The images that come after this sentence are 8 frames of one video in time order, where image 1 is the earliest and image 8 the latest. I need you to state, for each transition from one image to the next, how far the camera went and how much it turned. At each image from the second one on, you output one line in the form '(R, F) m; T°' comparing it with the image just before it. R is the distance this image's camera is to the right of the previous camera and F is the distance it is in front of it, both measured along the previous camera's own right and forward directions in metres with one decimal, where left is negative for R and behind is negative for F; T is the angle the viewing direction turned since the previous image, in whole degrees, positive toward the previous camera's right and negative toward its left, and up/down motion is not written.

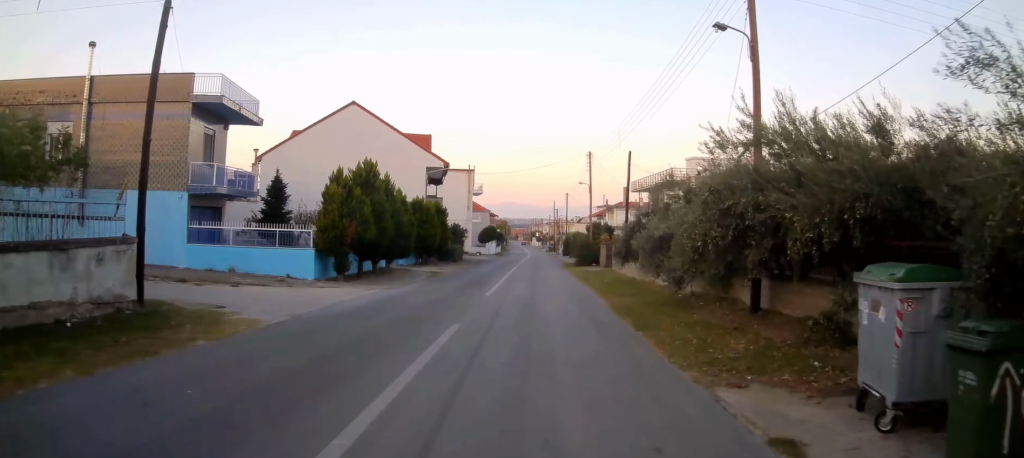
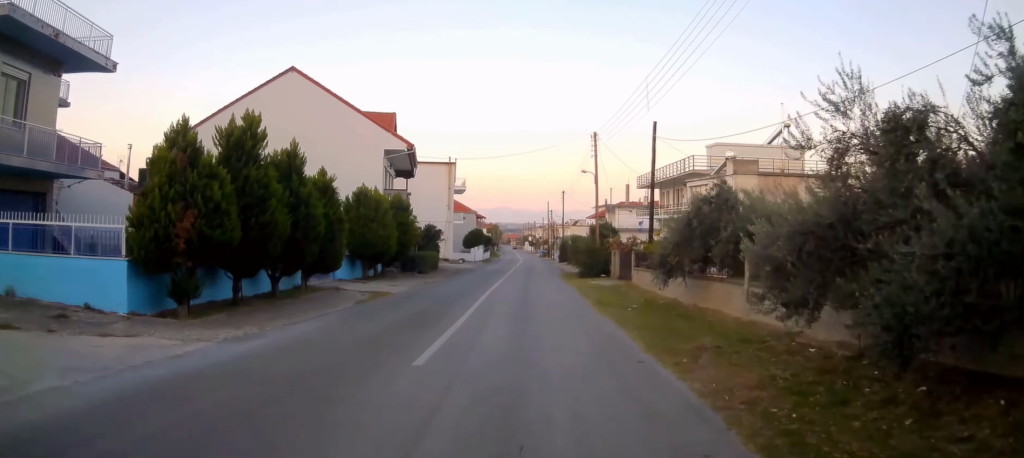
(0.0, +10.4) m; 0°
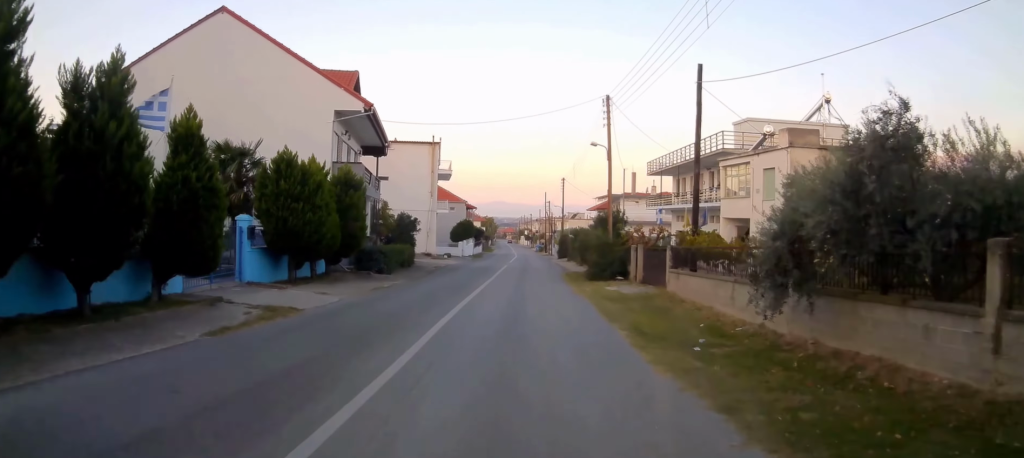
(0.0, +8.3) m; 0°
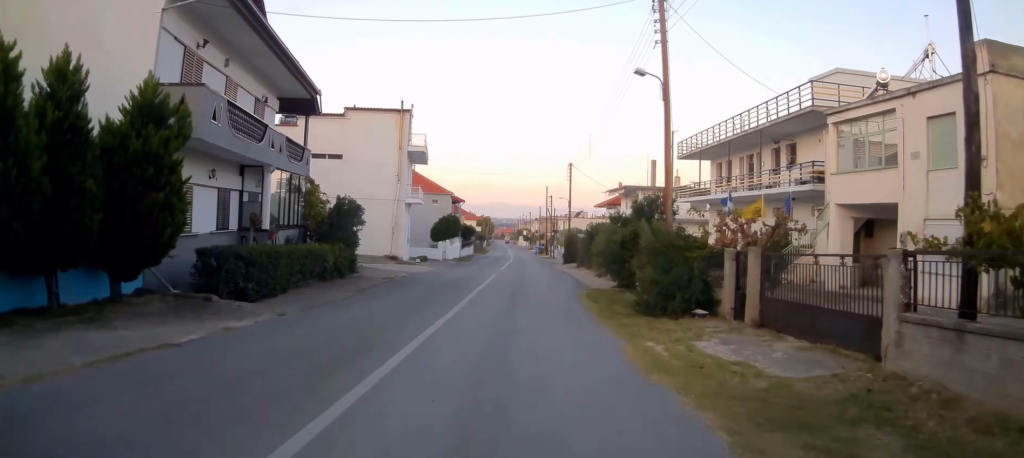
(+0.1, +13.1) m; 0°
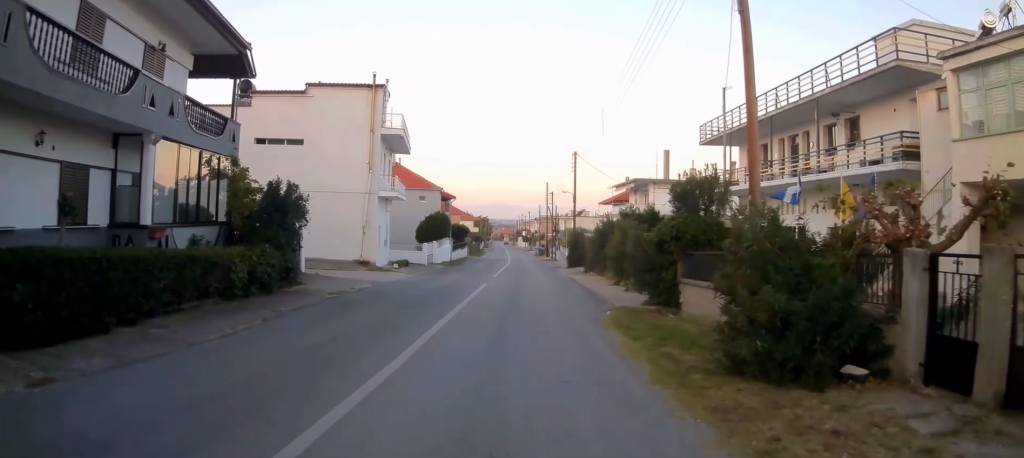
(0.0, +7.0) m; 0°
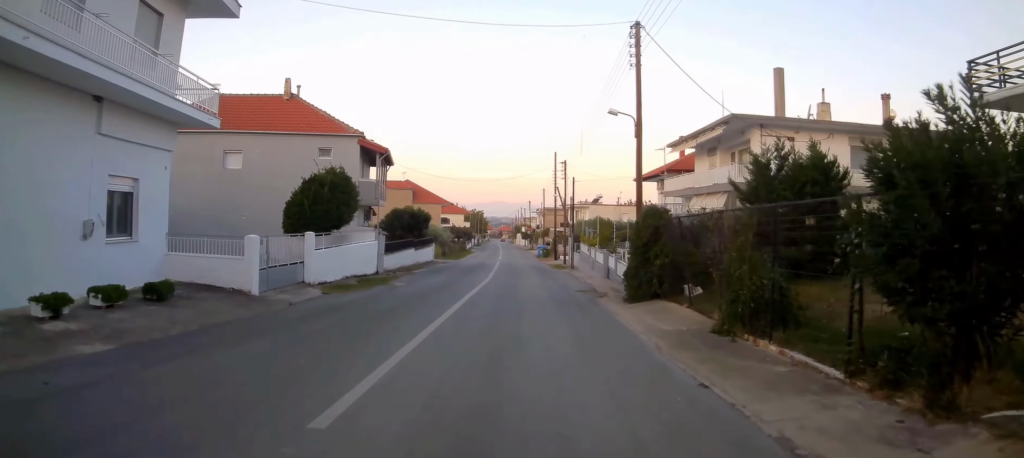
(-0.5, +27.2) m; 0°
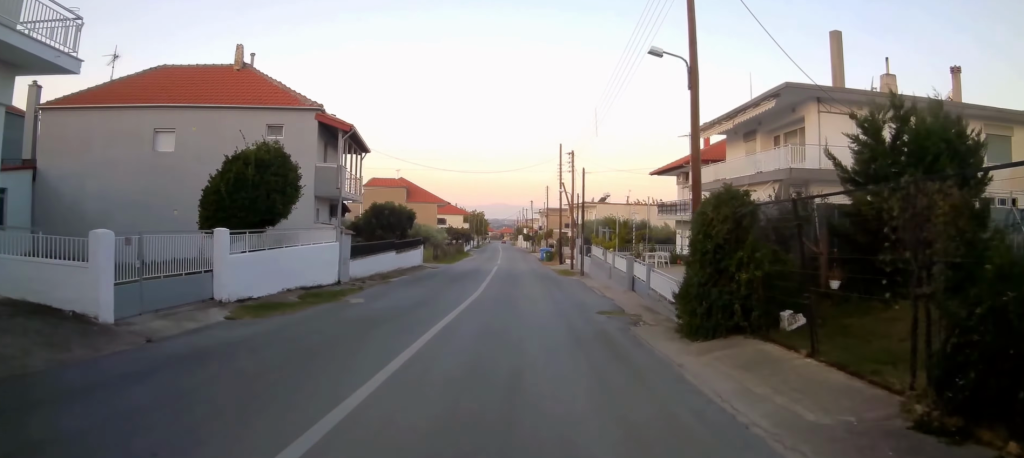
(-0.1, +6.3) m; +1°
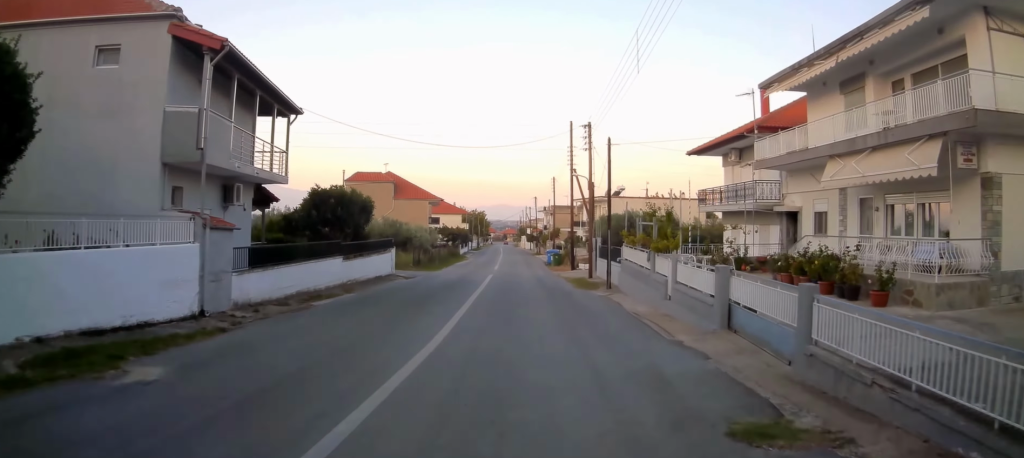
(+0.7, +10.3) m; +2°
